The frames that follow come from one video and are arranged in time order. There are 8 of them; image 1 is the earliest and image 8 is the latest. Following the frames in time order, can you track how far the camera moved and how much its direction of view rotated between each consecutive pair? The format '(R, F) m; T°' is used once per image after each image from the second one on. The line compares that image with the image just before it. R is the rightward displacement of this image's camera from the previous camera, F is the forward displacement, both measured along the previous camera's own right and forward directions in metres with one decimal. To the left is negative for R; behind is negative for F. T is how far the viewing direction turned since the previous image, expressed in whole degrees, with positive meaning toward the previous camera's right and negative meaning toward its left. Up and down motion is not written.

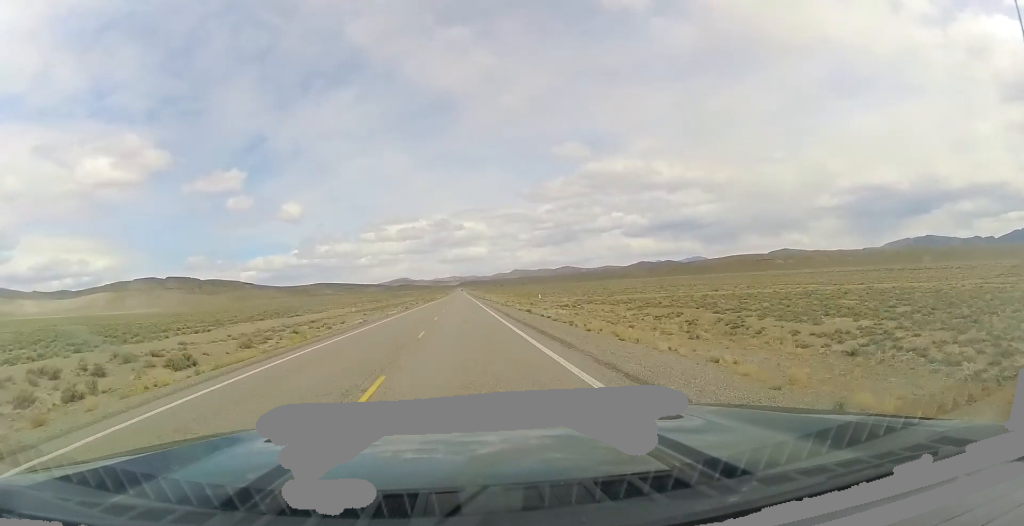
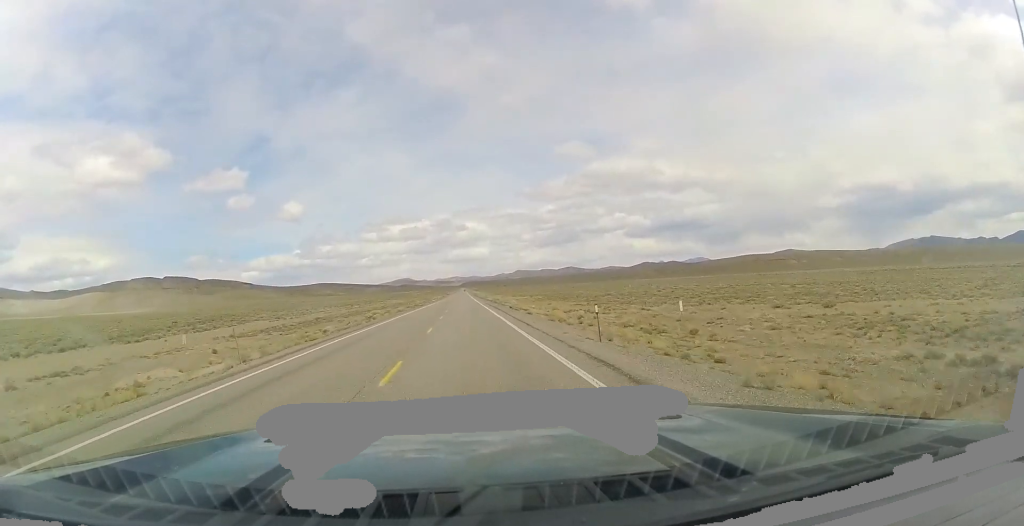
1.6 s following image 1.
(+0.1, +59.5) m; +1°
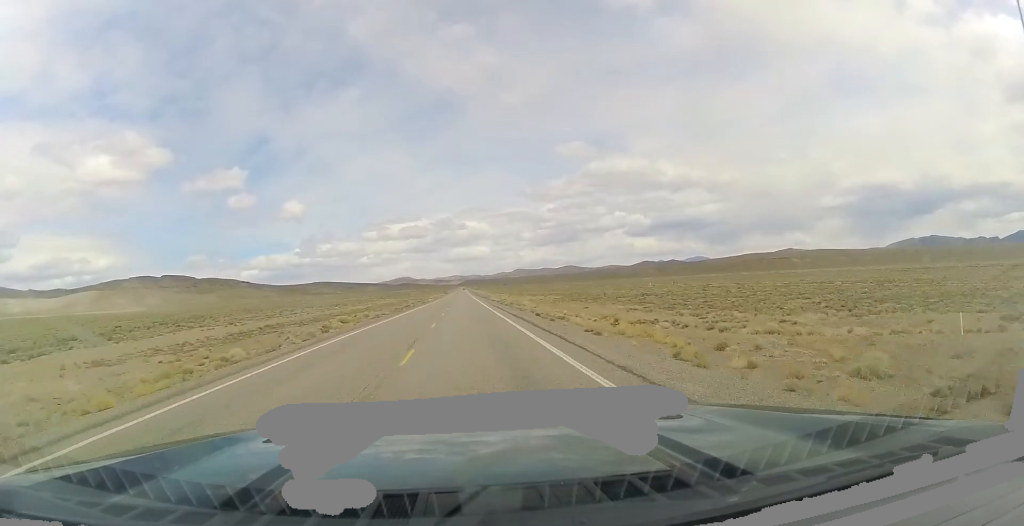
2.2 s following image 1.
(+0.2, +21.9) m; -1°
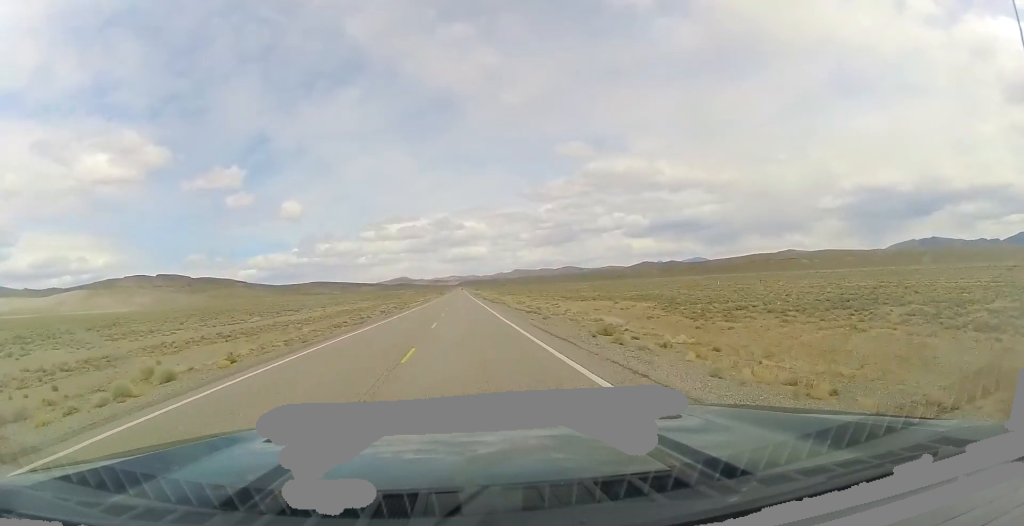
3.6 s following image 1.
(-0.8, +48.6) m; 0°
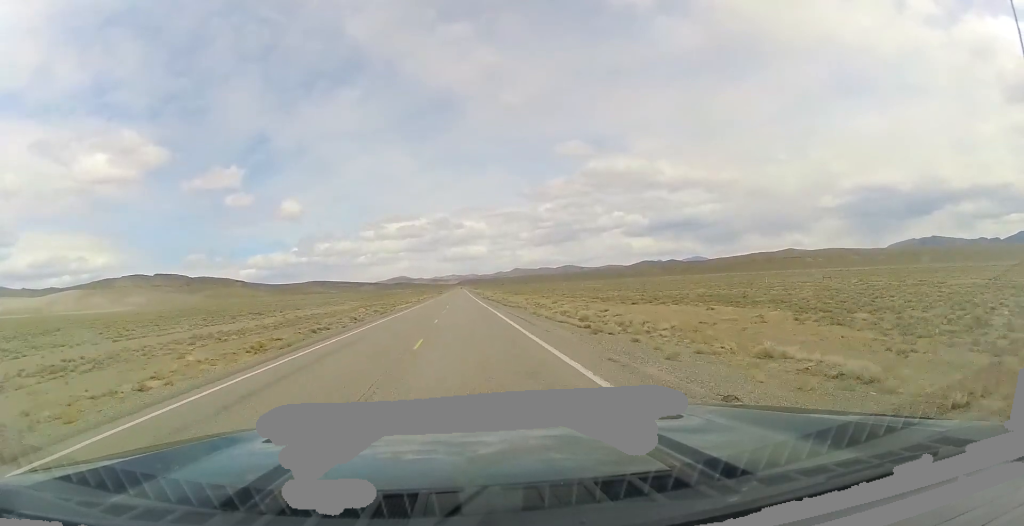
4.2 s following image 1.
(+0.3, +22.0) m; +1°
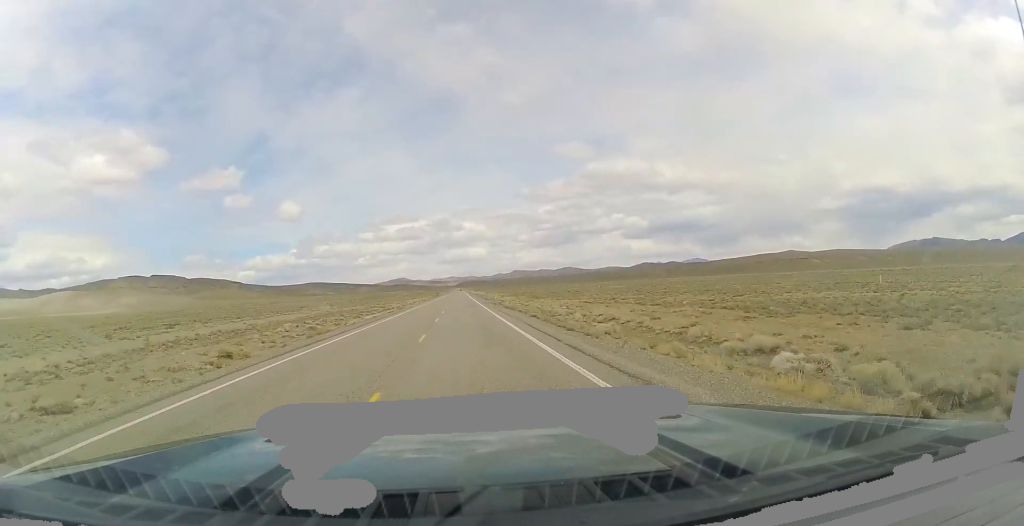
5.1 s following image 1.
(+0.2, +34.4) m; 0°
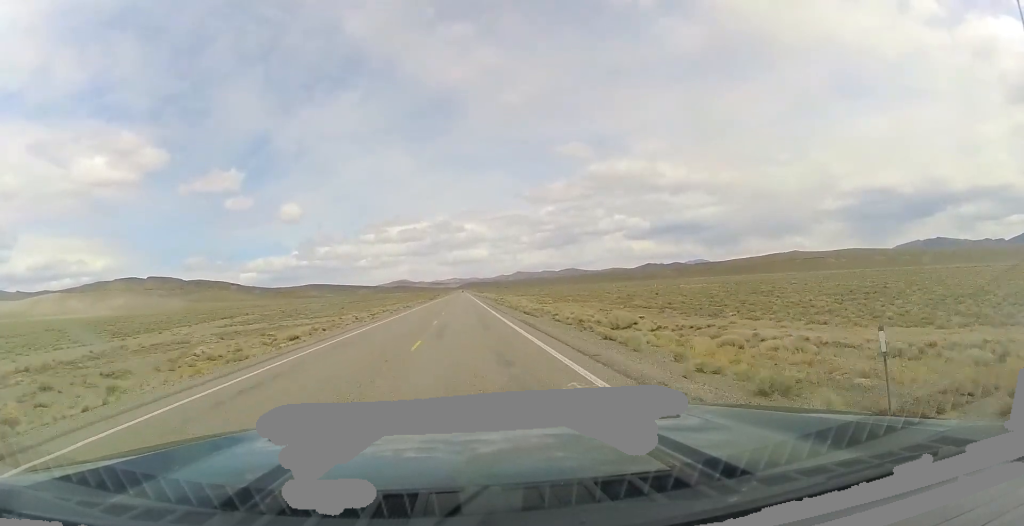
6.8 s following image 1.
(-0.4, +63.9) m; -1°
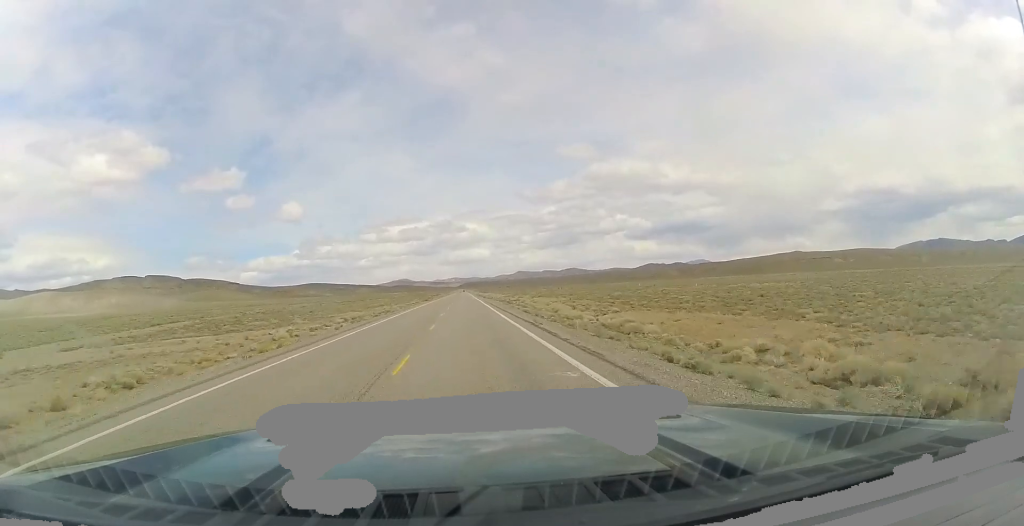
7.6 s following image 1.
(-0.2, +29.5) m; 0°
